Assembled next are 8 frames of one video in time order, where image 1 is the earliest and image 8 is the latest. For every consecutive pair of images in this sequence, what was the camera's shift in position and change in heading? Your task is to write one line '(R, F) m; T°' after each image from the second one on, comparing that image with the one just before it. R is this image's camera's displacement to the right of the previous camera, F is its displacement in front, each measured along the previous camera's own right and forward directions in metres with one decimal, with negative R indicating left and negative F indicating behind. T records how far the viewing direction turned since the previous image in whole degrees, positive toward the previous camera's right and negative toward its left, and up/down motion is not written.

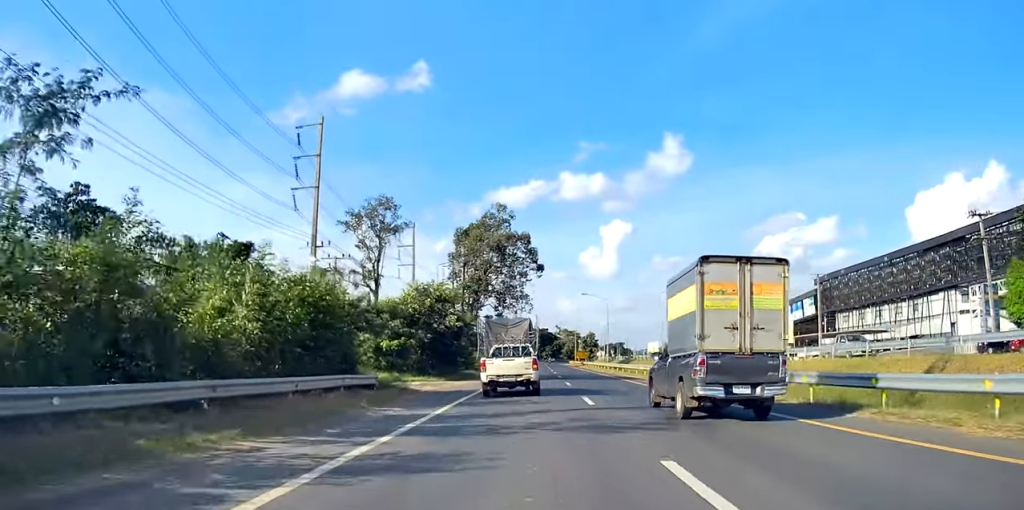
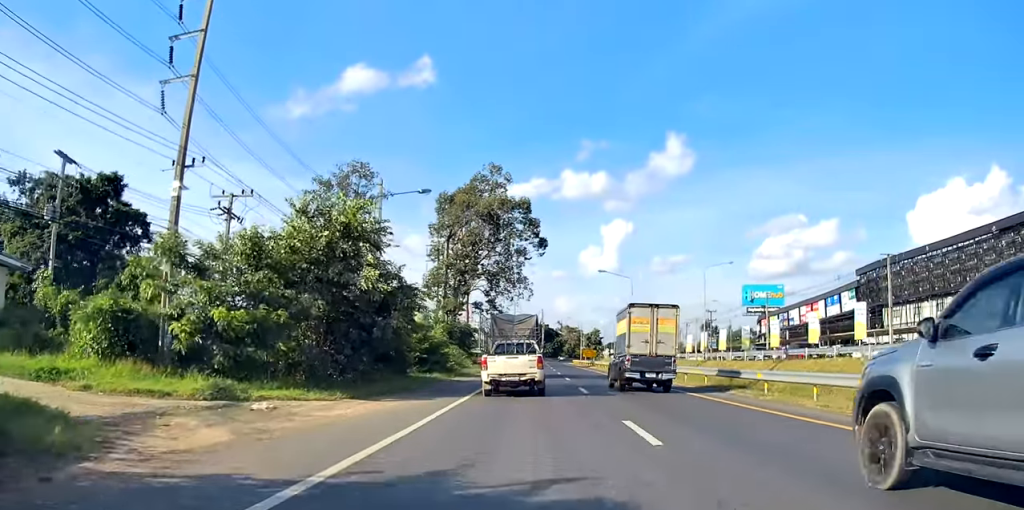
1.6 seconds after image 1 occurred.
(-0.3, +20.7) m; 0°
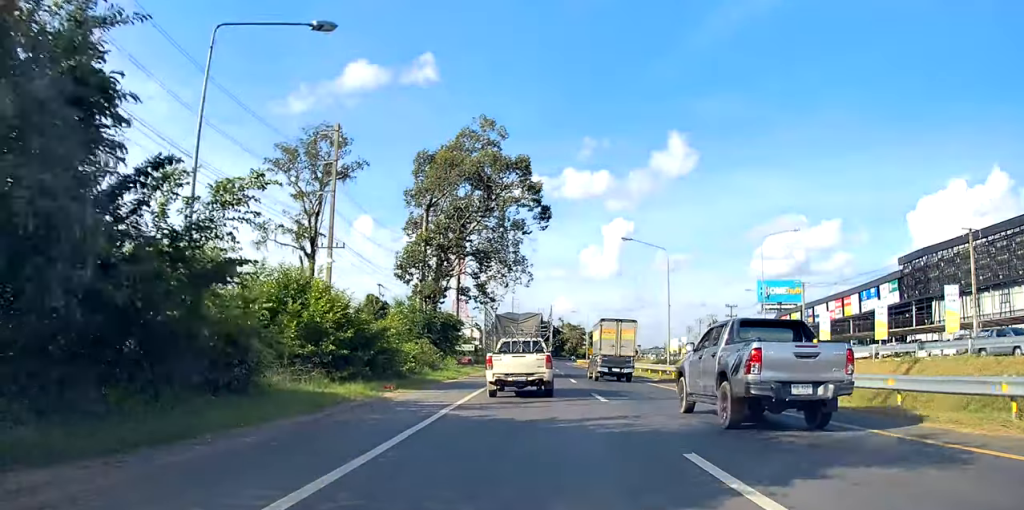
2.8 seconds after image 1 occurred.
(+0.7, +16.6) m; +1°
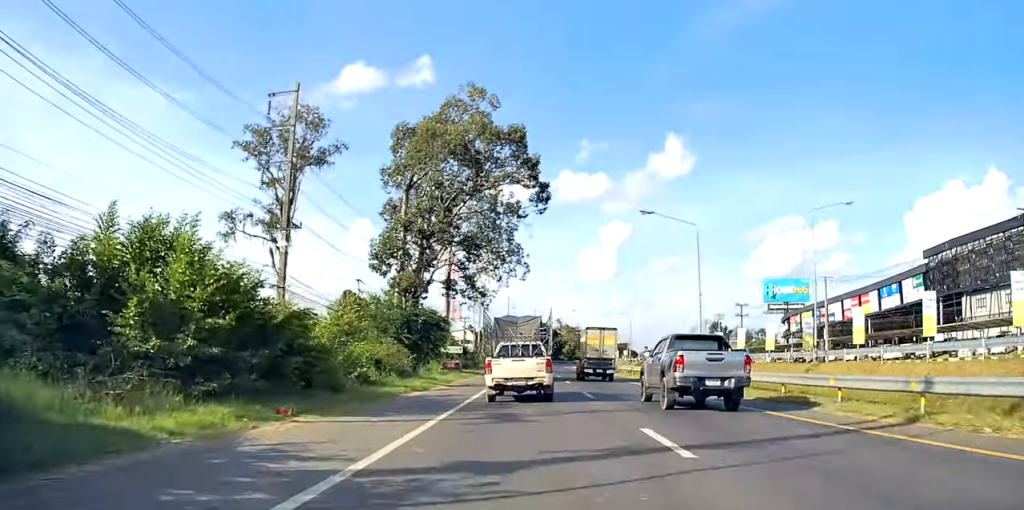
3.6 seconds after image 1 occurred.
(-0.5, +9.7) m; 0°
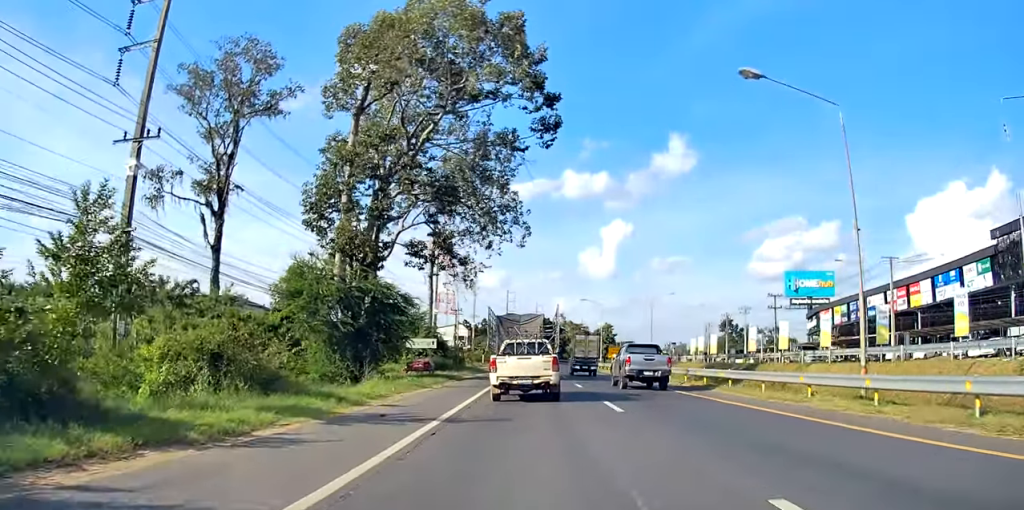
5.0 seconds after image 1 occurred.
(+0.3, +18.6) m; -1°
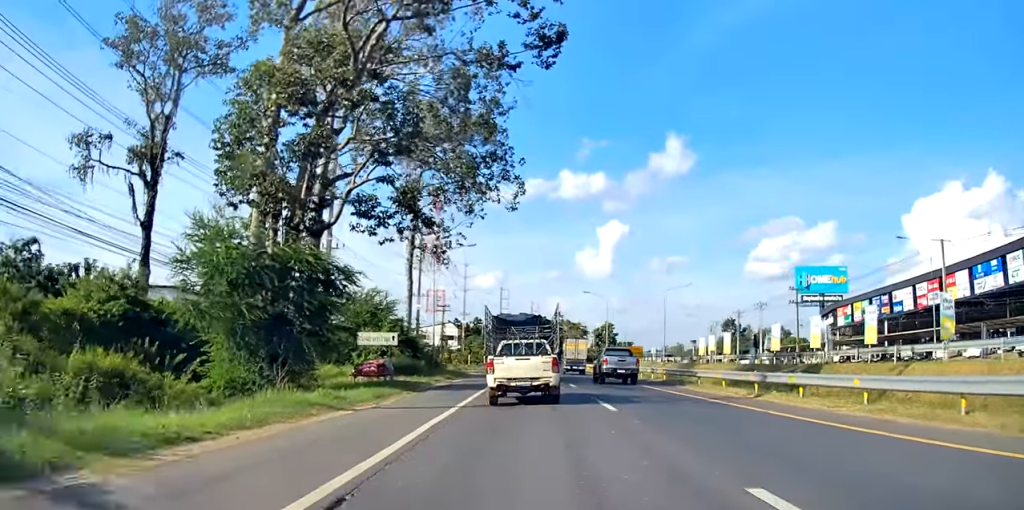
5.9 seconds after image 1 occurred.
(-0.2, +12.2) m; +1°
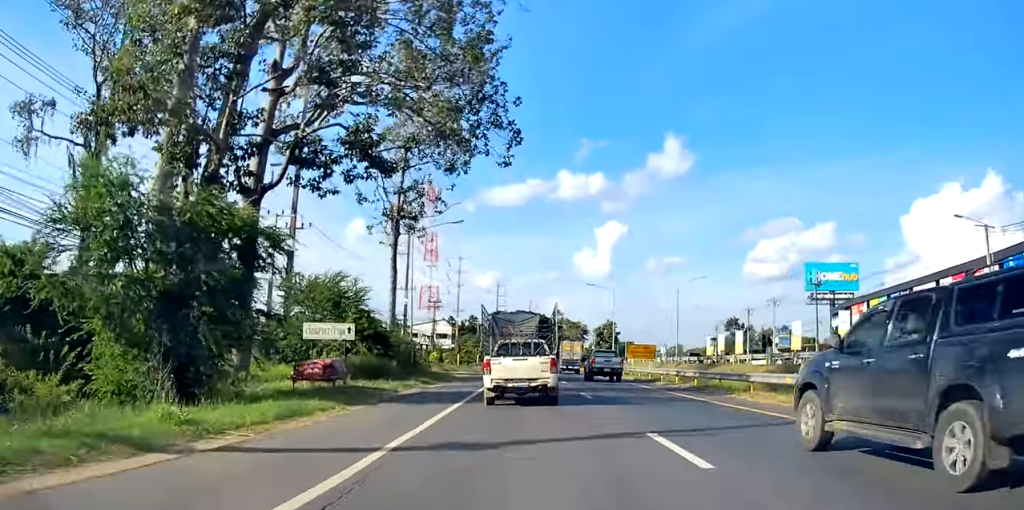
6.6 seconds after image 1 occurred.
(+0.2, +8.5) m; +2°
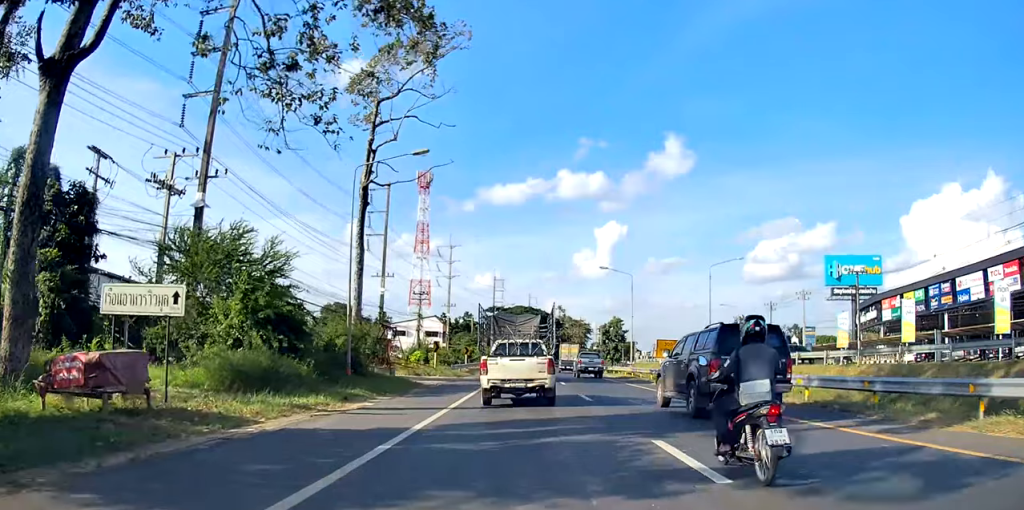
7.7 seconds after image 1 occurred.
(0.0, +13.8) m; 0°
